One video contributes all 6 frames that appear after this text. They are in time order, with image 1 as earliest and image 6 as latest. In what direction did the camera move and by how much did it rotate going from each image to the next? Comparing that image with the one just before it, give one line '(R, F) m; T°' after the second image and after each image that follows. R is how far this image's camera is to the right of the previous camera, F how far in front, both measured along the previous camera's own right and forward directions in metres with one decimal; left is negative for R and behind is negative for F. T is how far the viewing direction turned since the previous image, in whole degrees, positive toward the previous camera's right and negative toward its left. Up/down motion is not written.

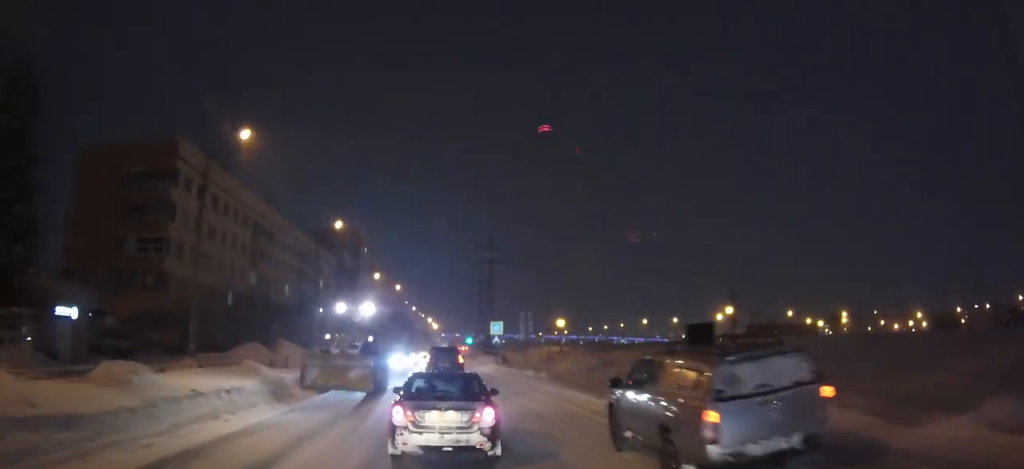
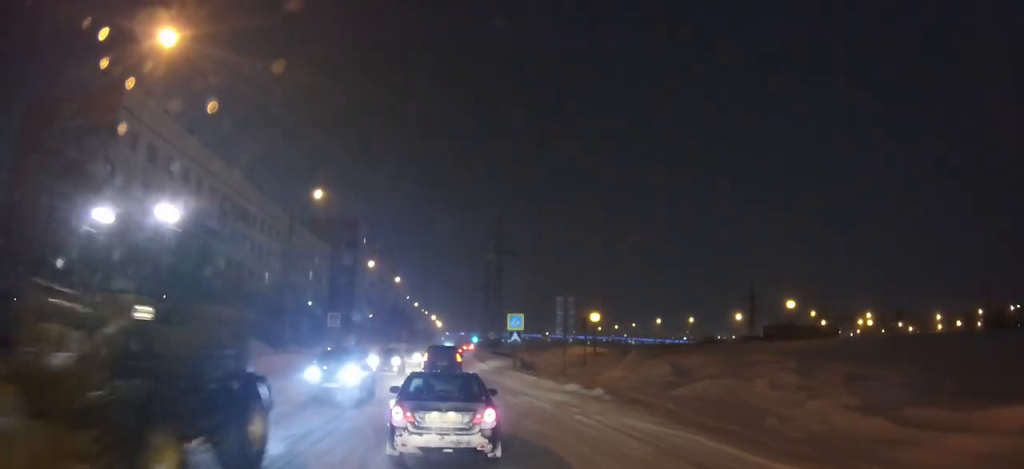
(0.0, +10.7) m; -1°
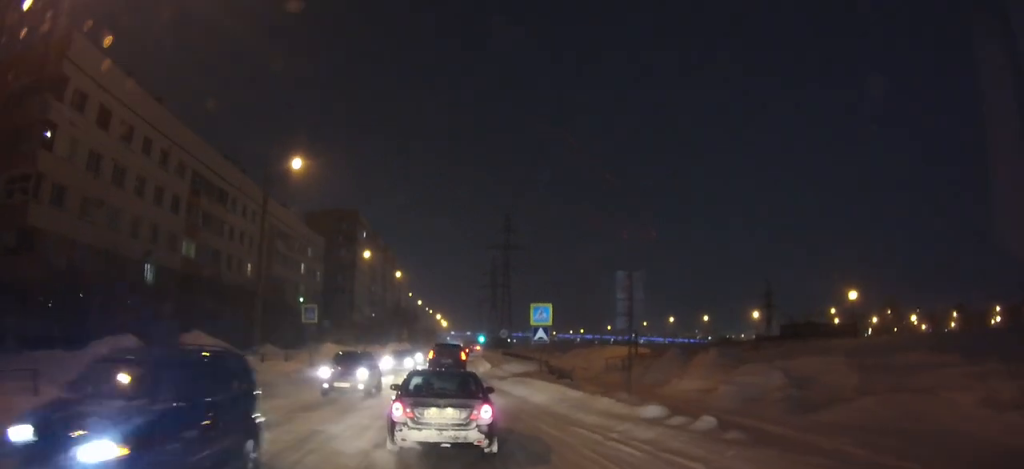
(-0.1, +8.3) m; -1°
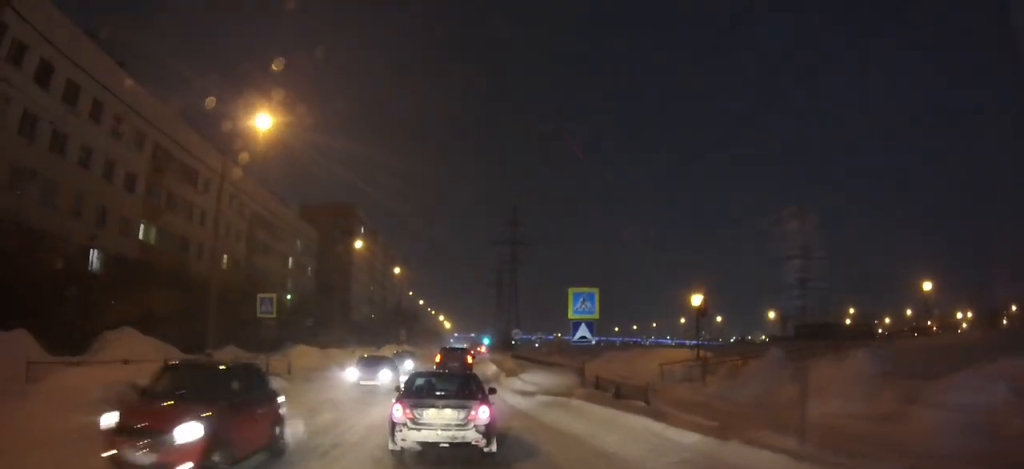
(-0.1, +8.1) m; -1°
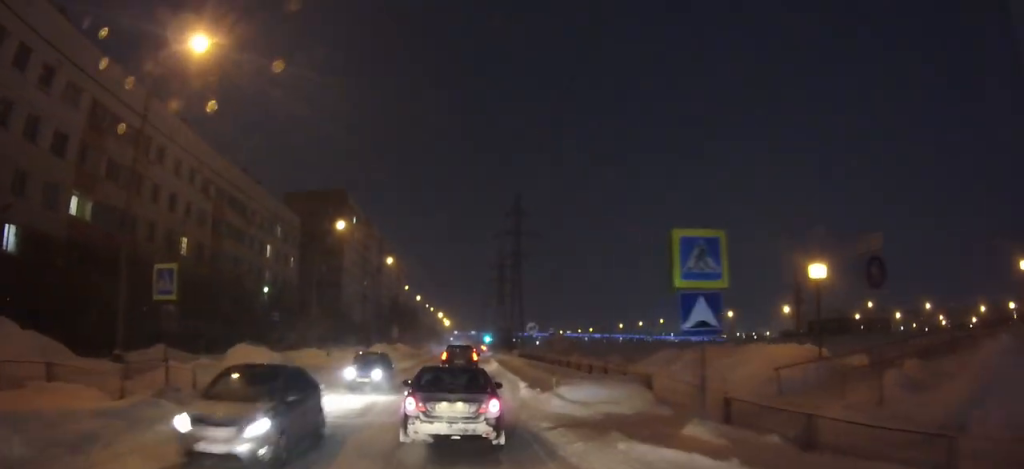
(0.0, +9.3) m; 0°
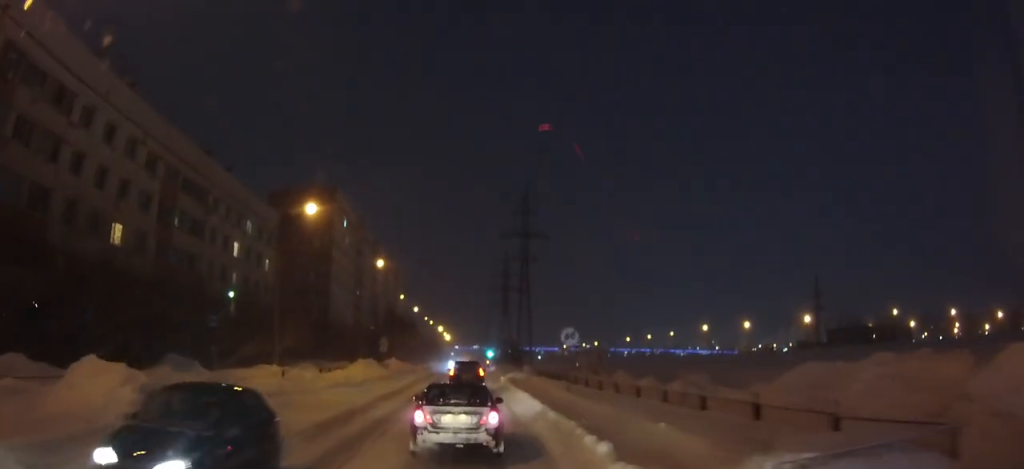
(+0.1, +11.6) m; +1°
